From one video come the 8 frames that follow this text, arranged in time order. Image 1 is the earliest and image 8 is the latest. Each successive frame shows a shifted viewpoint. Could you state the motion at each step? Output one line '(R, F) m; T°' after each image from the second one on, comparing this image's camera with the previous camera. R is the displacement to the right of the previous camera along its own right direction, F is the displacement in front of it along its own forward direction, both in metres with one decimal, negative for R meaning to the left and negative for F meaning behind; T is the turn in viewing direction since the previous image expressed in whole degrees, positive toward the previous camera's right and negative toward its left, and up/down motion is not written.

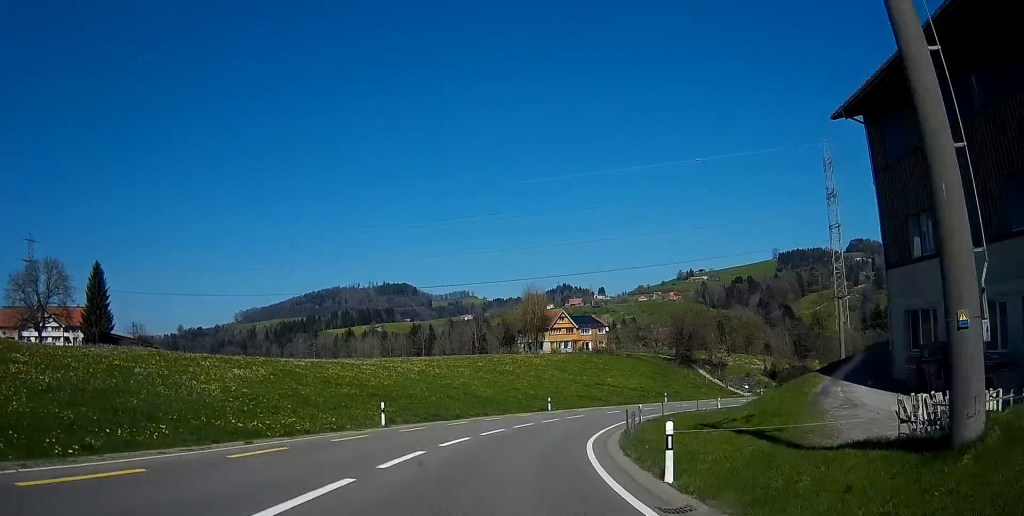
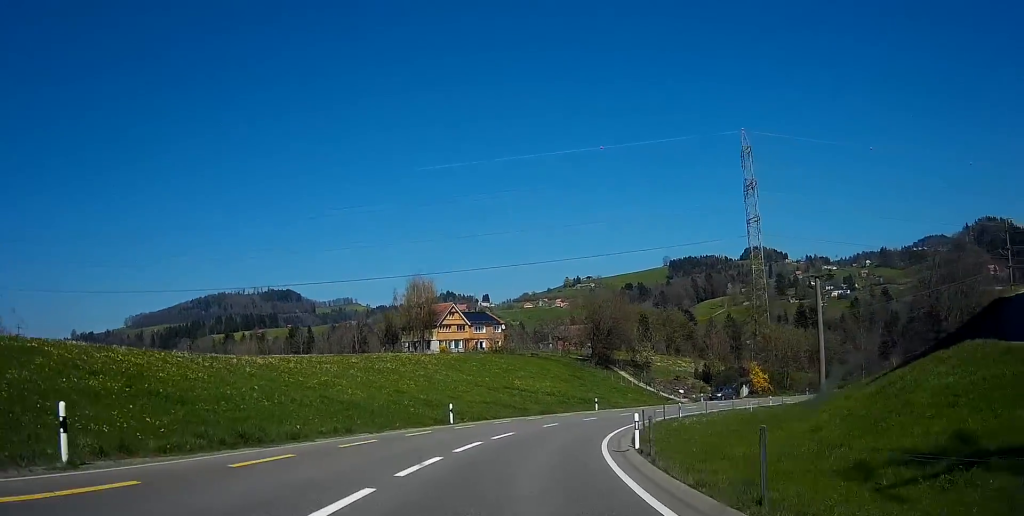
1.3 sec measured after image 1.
(+1.6, +18.0) m; +12°
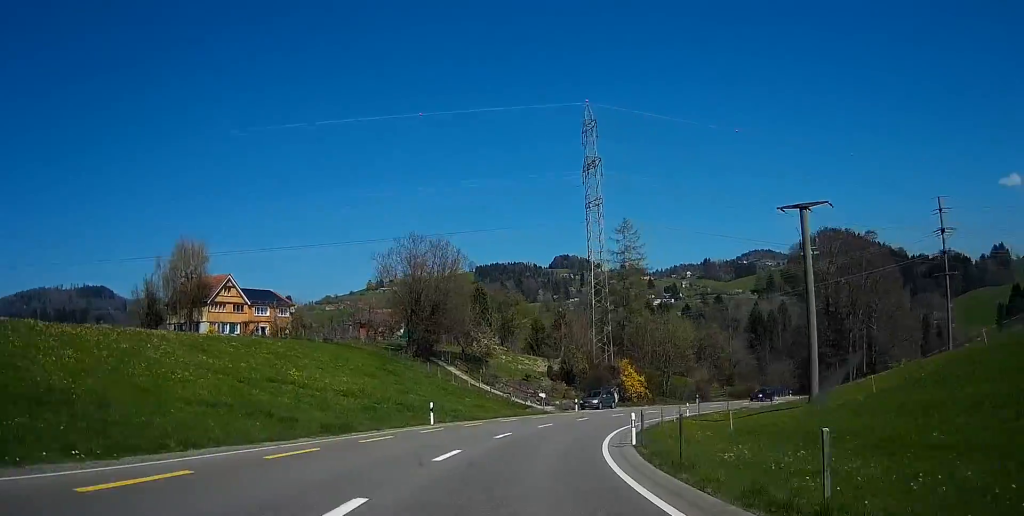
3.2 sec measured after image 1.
(+3.9, +27.4) m; +16°
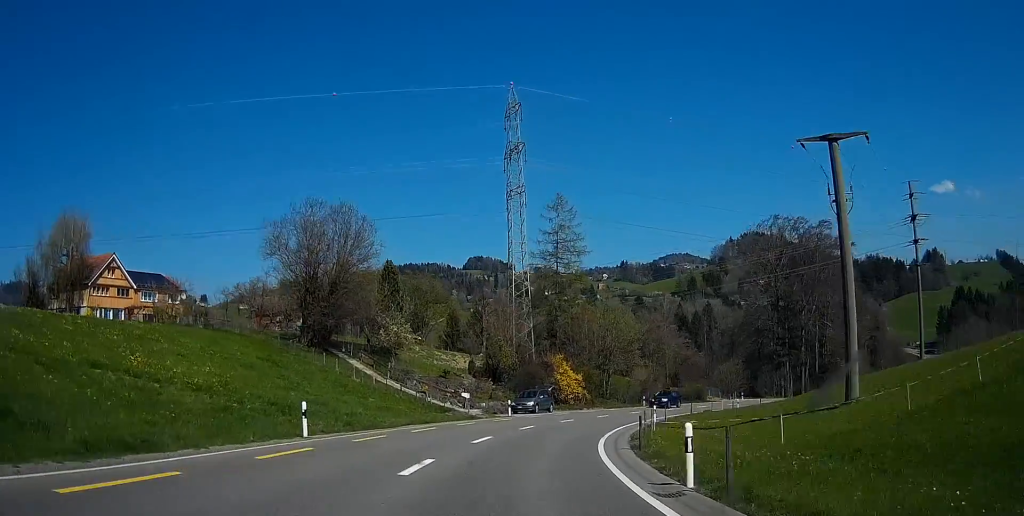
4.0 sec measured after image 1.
(+0.8, +11.9) m; +6°
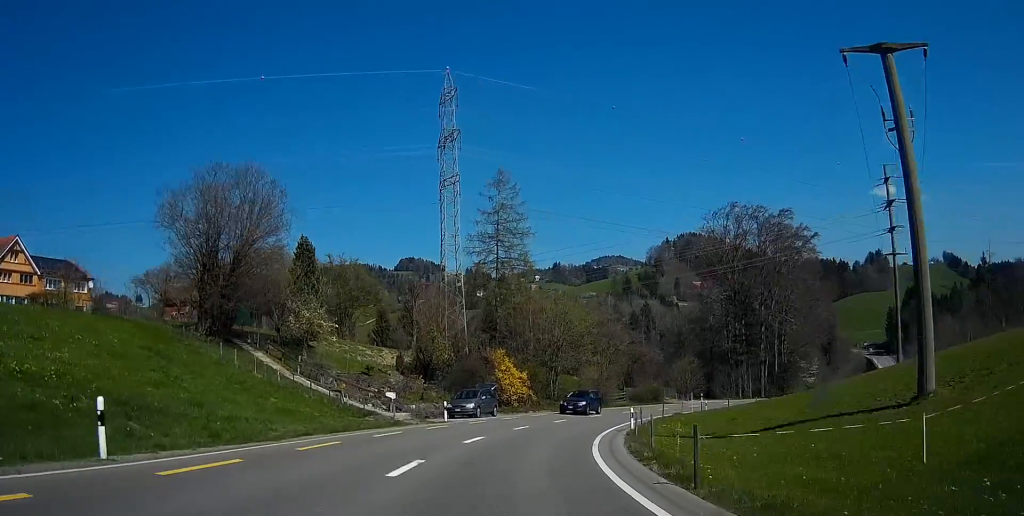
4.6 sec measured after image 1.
(+0.3, +9.0) m; +5°
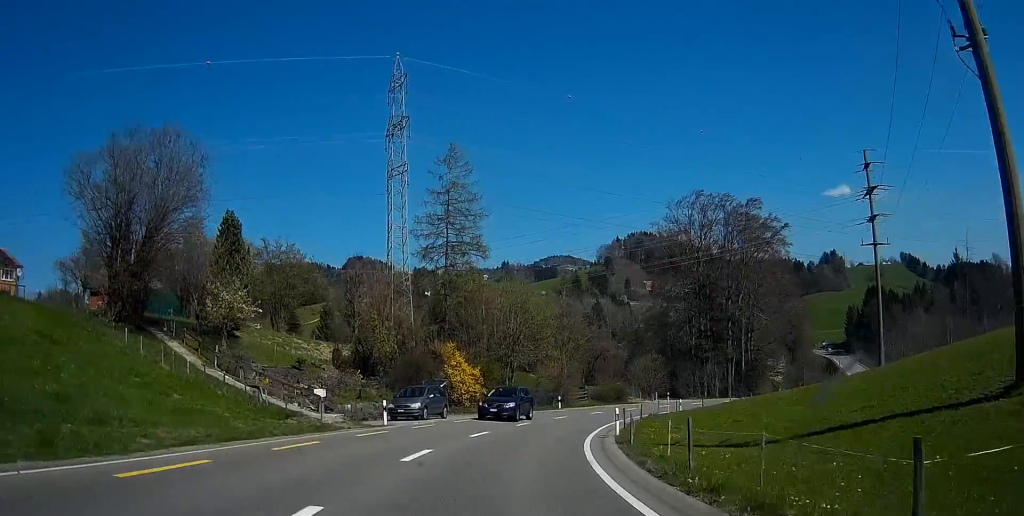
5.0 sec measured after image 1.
(+0.2, +6.5) m; +5°
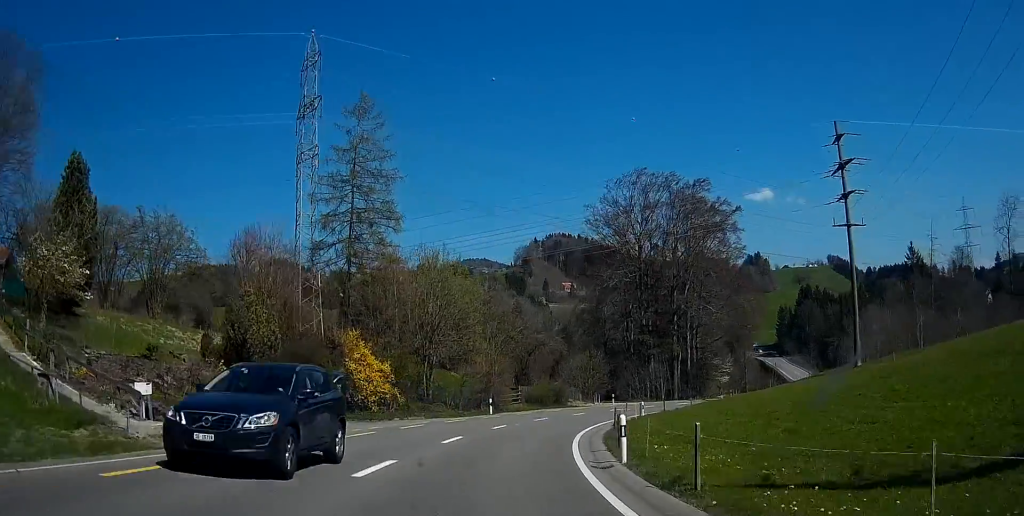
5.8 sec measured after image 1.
(+0.8, +11.3) m; +7°
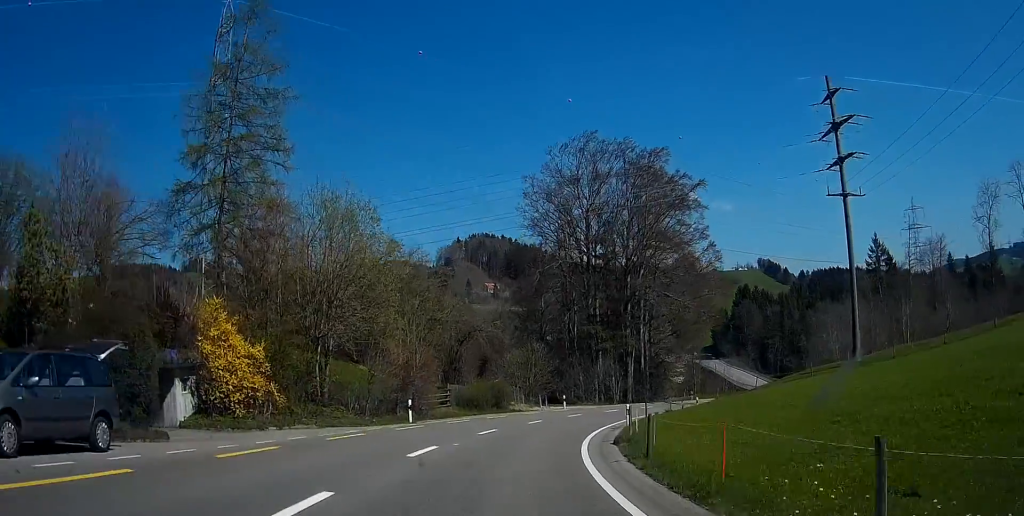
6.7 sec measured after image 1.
(+1.2, +13.8) m; +5°
